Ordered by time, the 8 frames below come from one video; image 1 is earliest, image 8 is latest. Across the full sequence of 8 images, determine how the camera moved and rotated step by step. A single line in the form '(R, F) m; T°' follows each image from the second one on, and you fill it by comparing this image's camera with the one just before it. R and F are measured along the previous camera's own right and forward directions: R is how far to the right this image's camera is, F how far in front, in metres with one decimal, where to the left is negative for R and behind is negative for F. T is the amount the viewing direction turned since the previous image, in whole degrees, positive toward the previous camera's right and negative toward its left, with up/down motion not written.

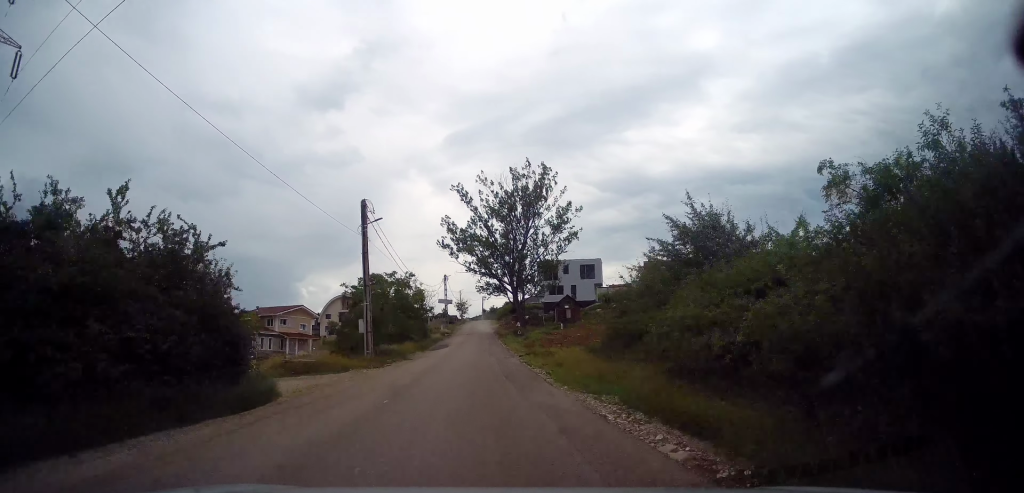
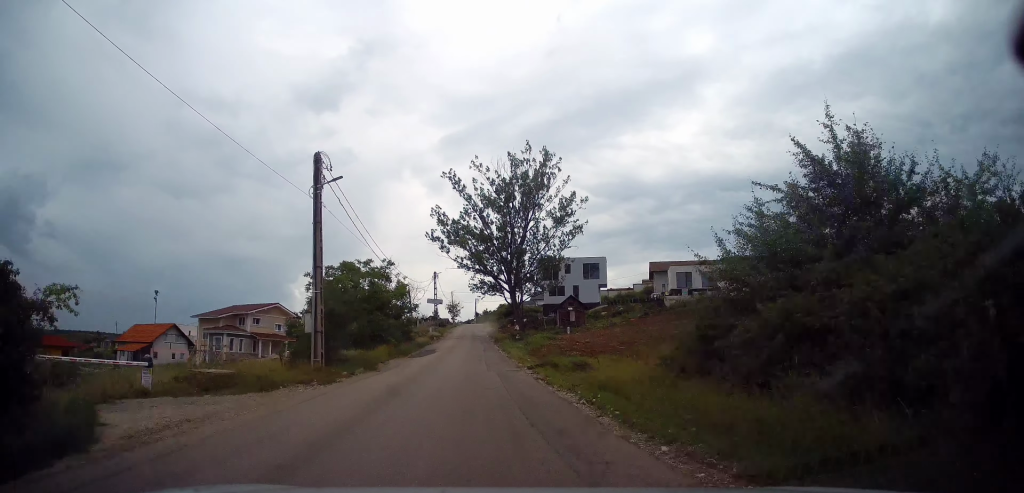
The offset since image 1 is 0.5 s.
(+0.1, +8.9) m; +1°
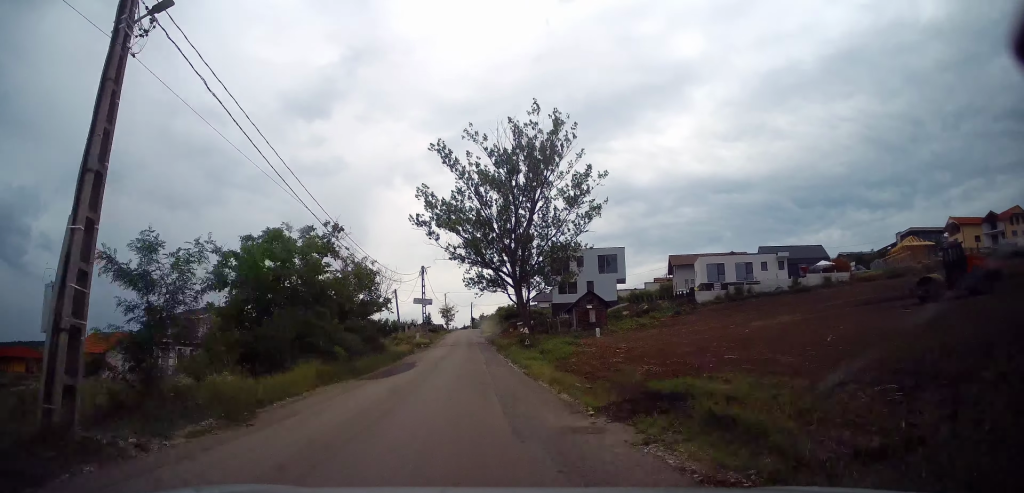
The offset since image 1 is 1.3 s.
(+0.1, +13.4) m; +1°
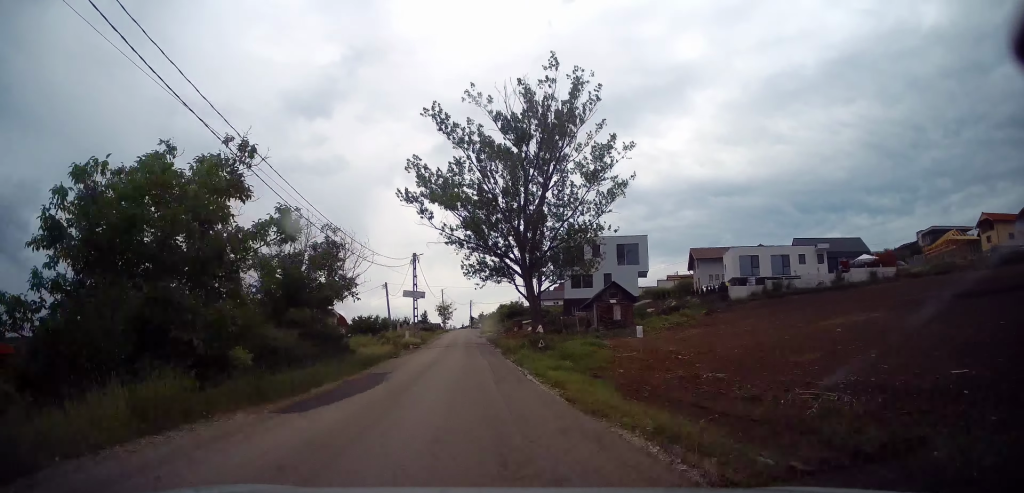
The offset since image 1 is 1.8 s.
(0.0, +9.1) m; +1°
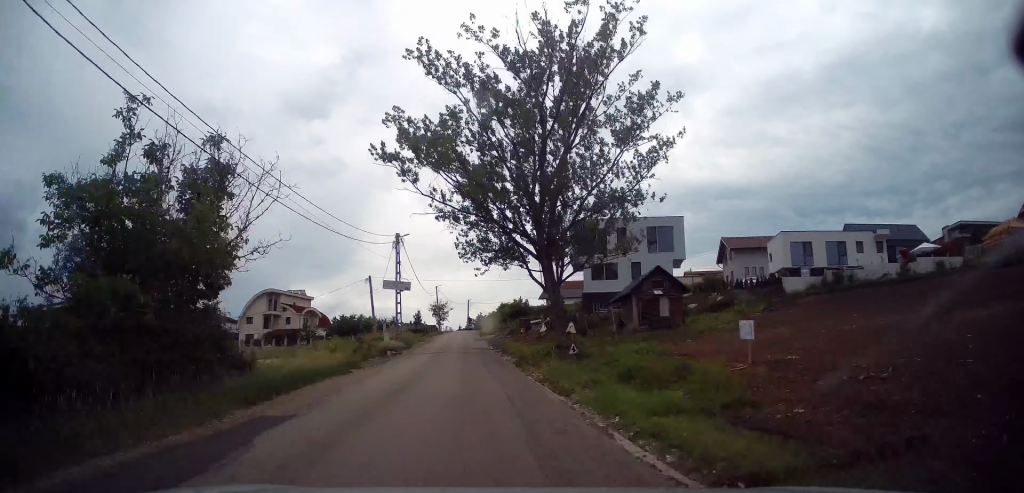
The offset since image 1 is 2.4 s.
(+0.1, +10.8) m; +1°
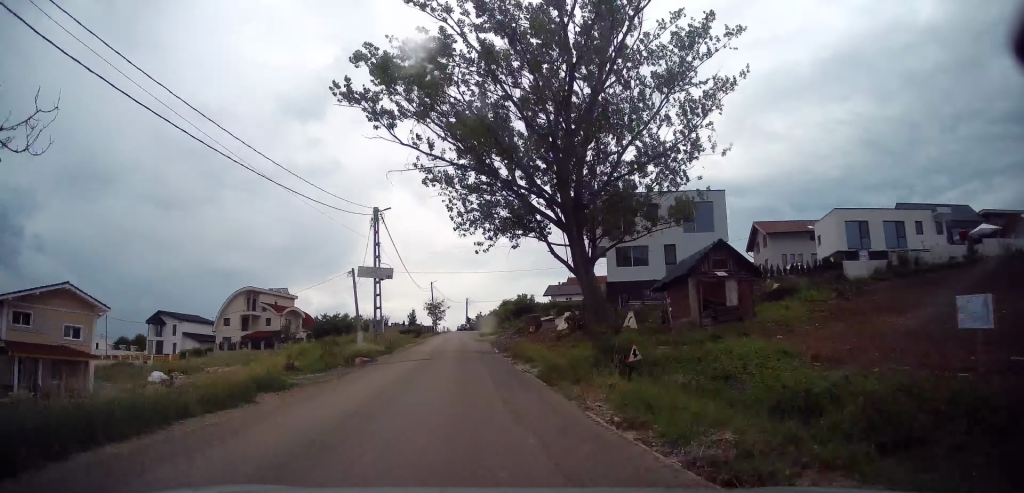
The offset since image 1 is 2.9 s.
(+0.1, +8.5) m; 0°
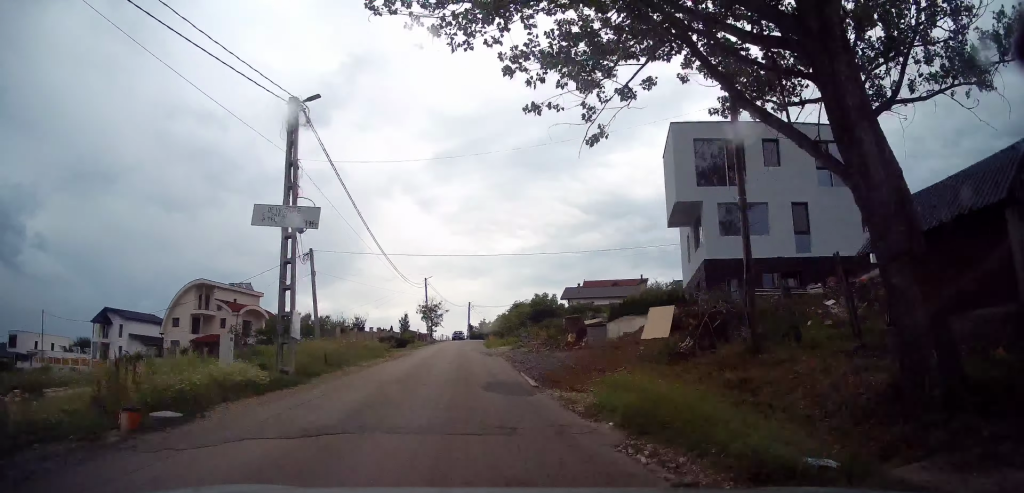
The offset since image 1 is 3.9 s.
(+0.1, +16.4) m; -1°
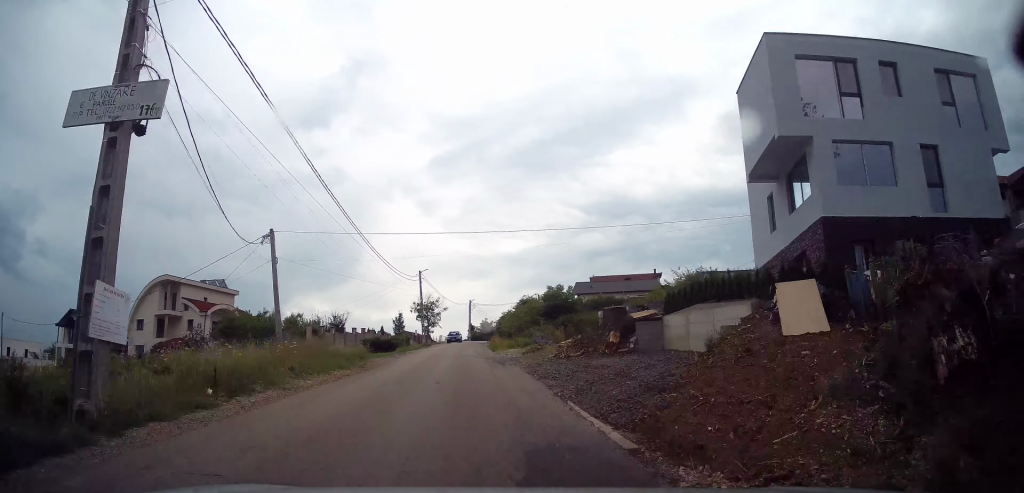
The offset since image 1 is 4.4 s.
(0.0, +8.5) m; 0°
